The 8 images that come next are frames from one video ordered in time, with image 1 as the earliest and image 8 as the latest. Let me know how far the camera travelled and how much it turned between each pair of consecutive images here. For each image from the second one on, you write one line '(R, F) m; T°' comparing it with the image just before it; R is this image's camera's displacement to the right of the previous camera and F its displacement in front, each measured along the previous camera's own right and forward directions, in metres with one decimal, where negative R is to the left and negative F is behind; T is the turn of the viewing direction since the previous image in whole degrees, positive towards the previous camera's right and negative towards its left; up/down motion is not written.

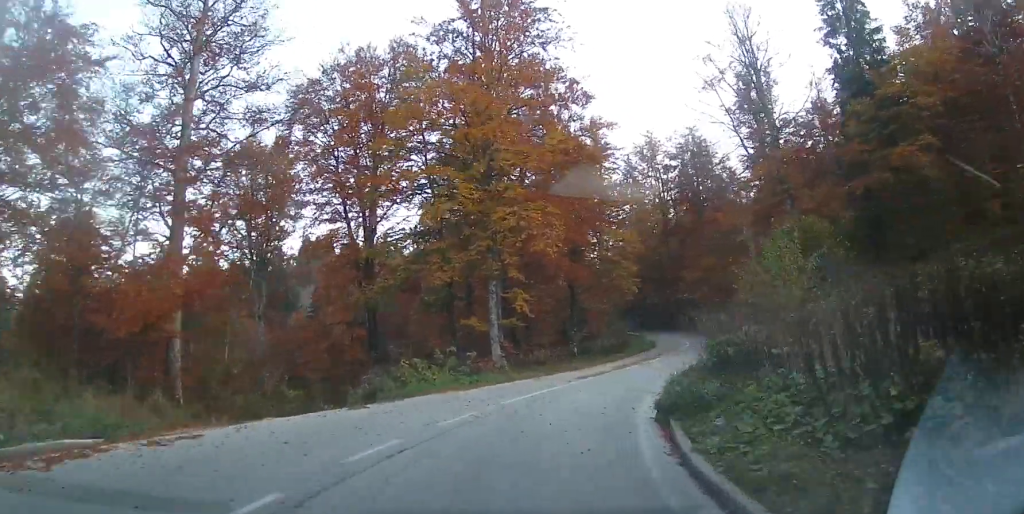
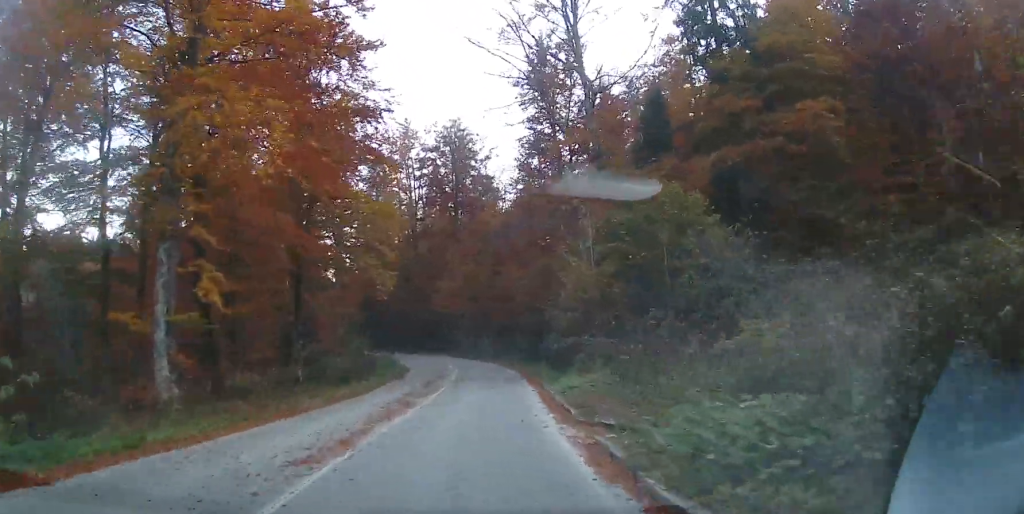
(+1.1, +14.9) m; +8°
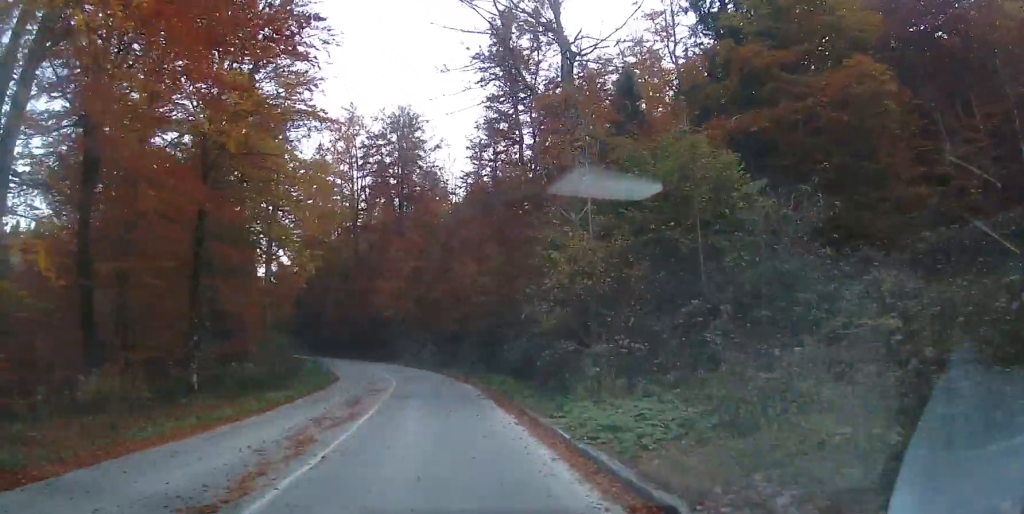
(+0.3, +7.1) m; +4°
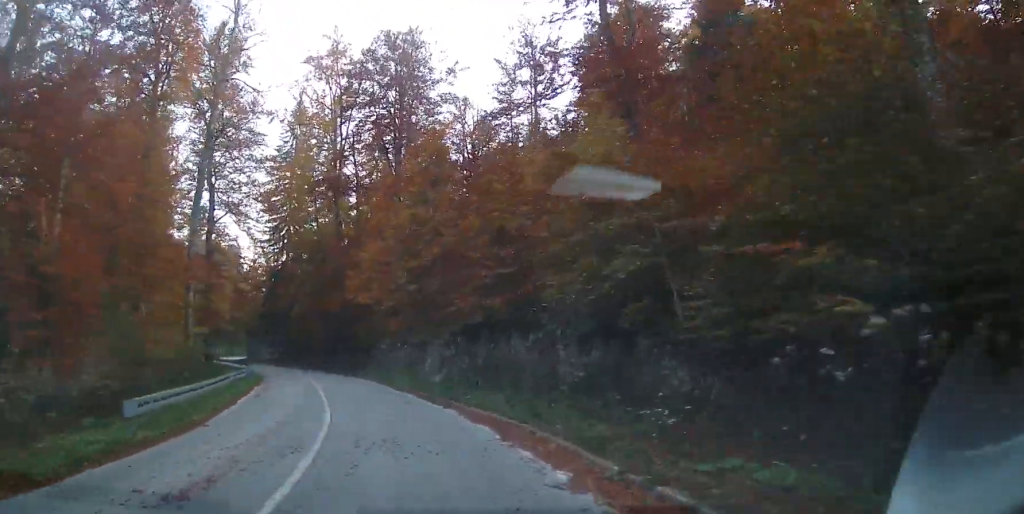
(+2.1, +21.7) m; +7°
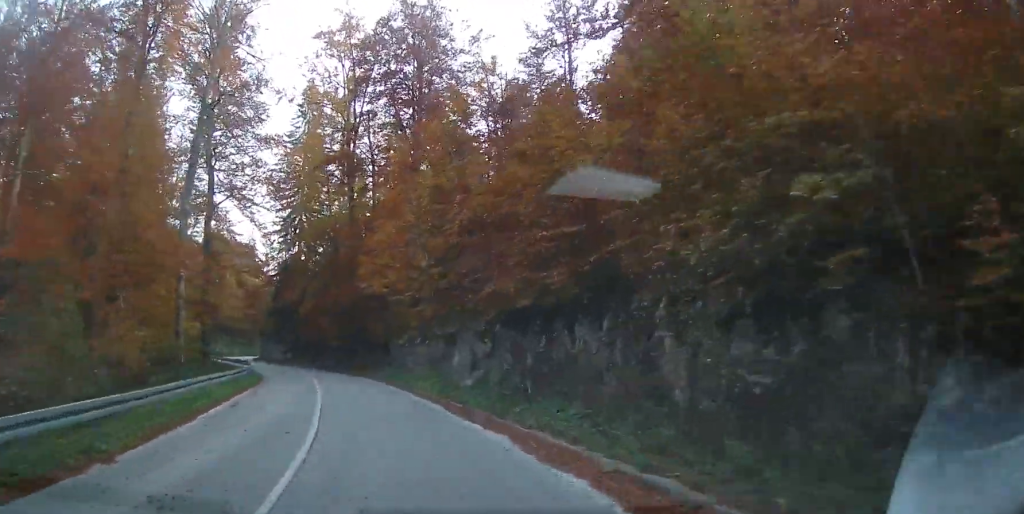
(+0.1, +5.1) m; -1°
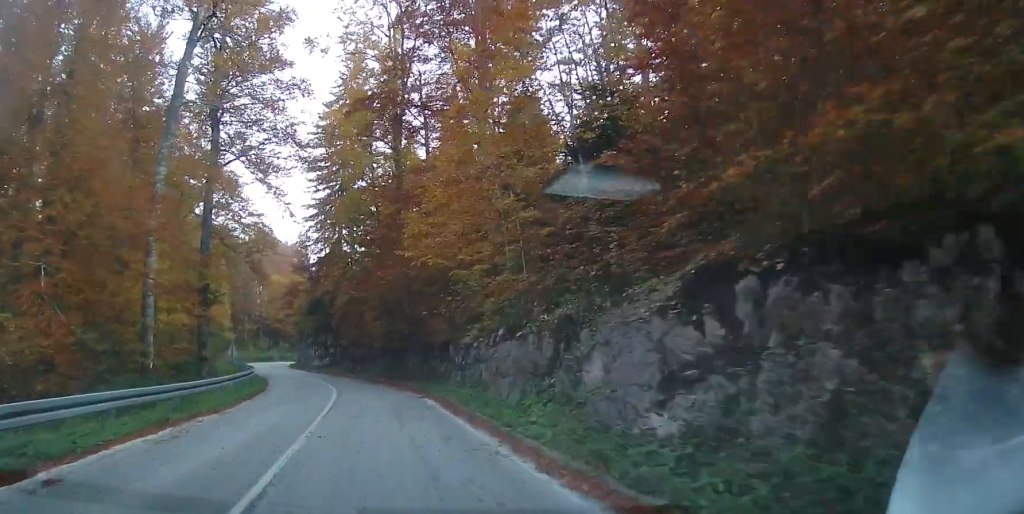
(-0.3, +10.9) m; -4°
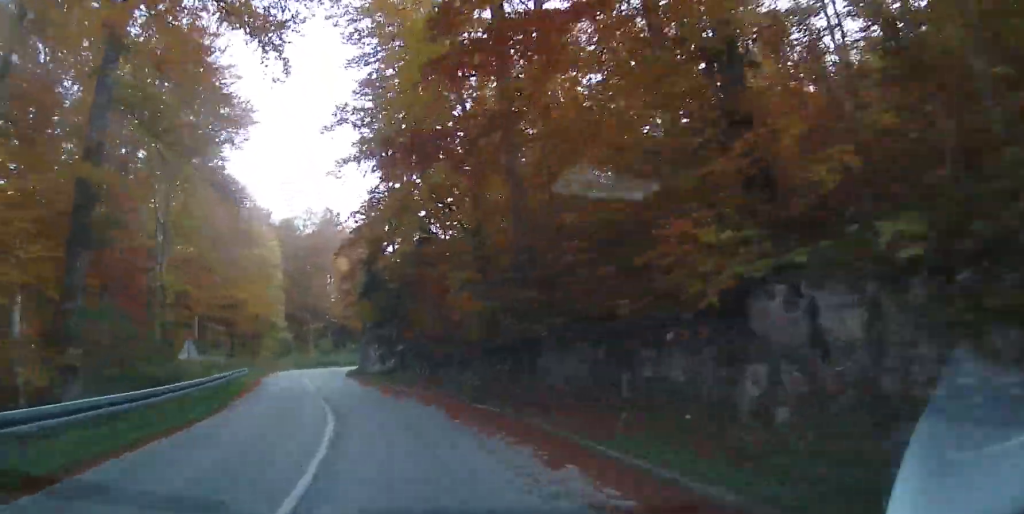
(-1.0, +20.0) m; -9°
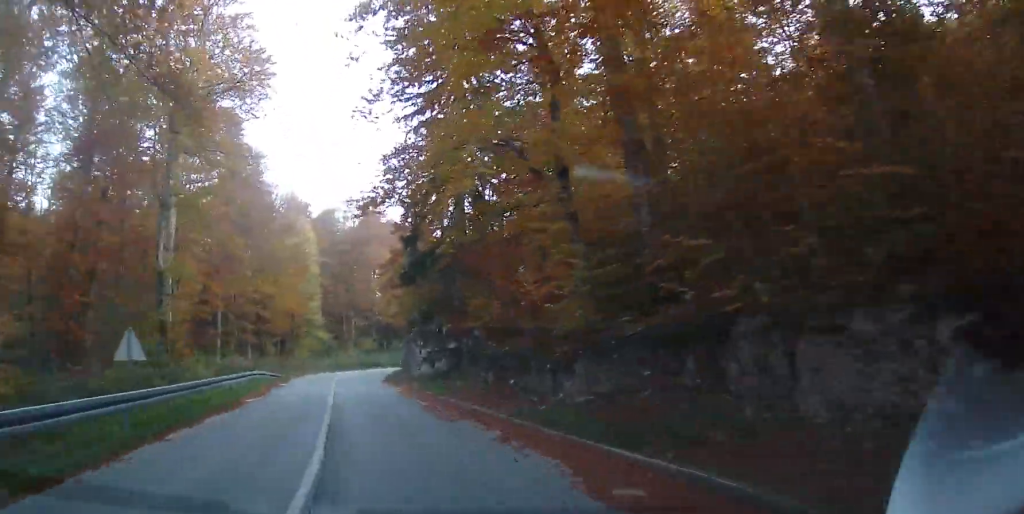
(-0.7, +7.7) m; -5°
